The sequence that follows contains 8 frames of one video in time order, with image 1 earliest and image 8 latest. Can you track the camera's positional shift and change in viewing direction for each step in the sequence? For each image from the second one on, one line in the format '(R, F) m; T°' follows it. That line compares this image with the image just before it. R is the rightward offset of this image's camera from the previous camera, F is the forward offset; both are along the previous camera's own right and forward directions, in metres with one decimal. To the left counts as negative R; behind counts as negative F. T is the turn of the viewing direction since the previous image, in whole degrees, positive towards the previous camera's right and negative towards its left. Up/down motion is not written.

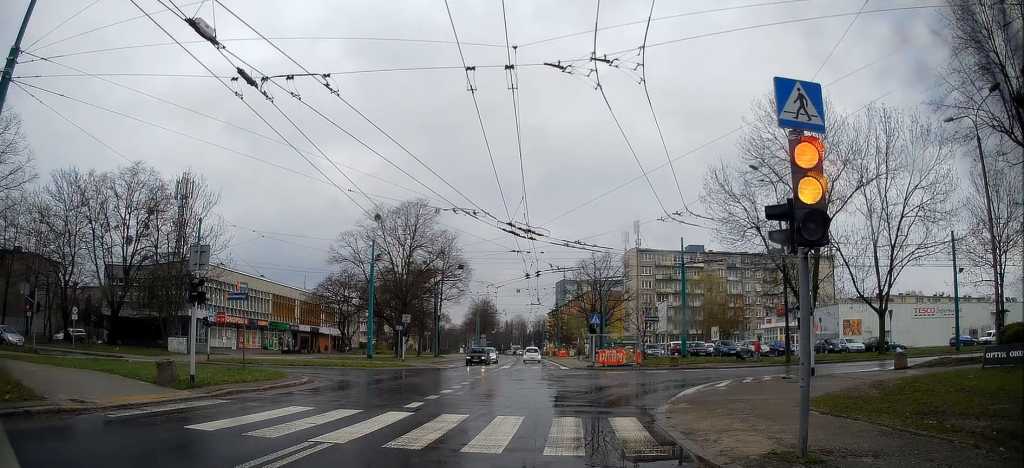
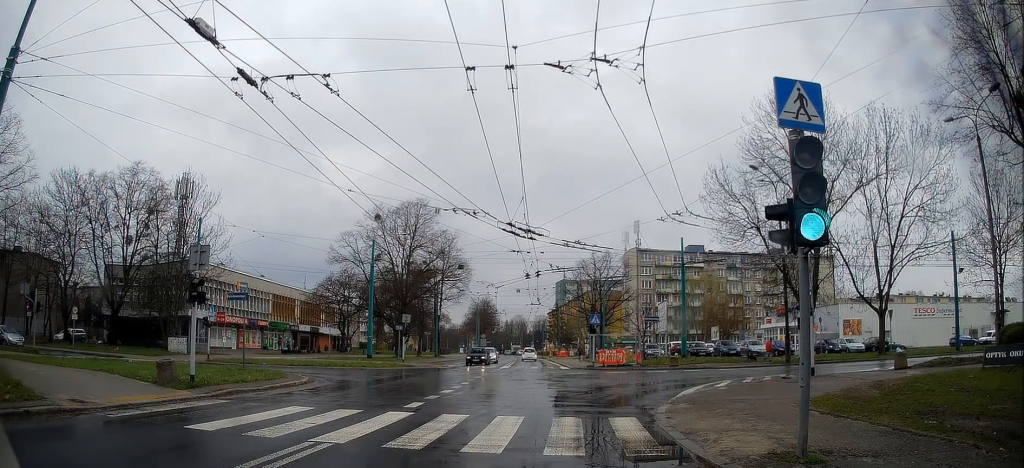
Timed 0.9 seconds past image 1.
(0.0, 0.0) m; 0°
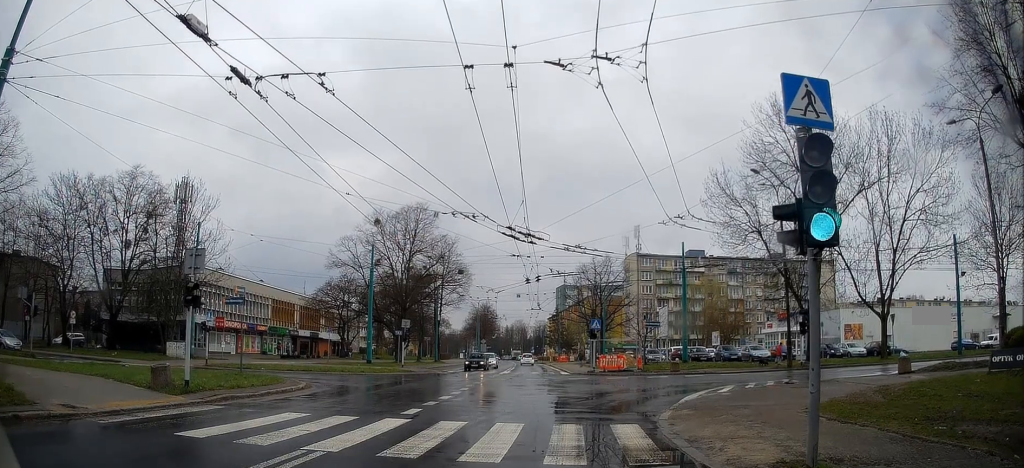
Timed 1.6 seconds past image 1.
(0.0, 0.0) m; 0°
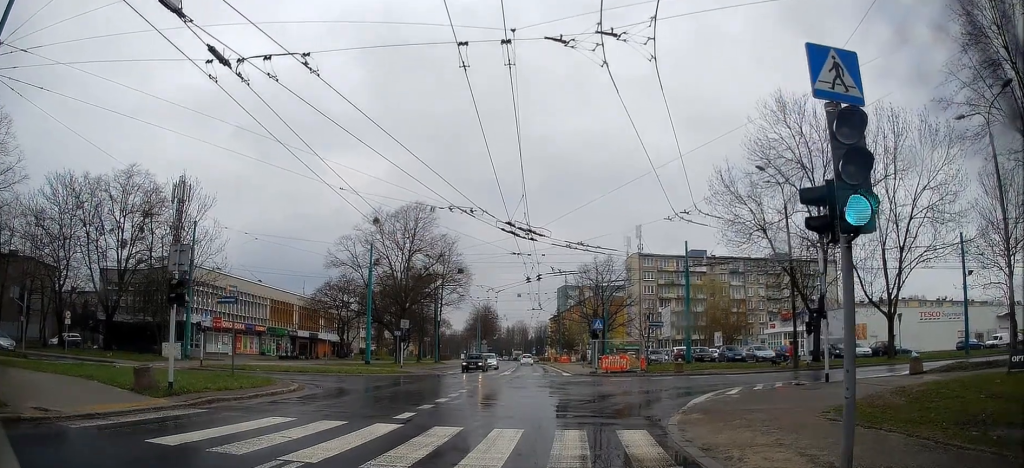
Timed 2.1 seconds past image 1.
(0.0, 0.0) m; 0°
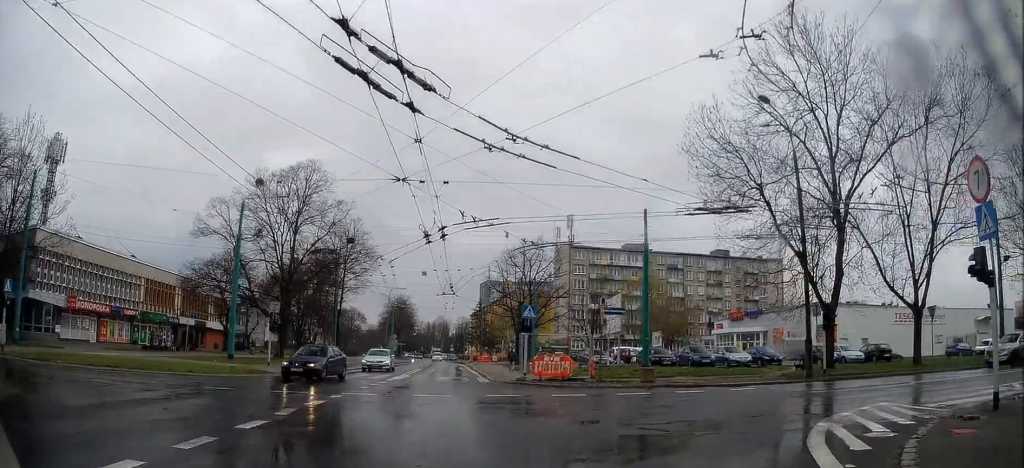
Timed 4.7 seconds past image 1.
(+0.5, +6.1) m; +6°
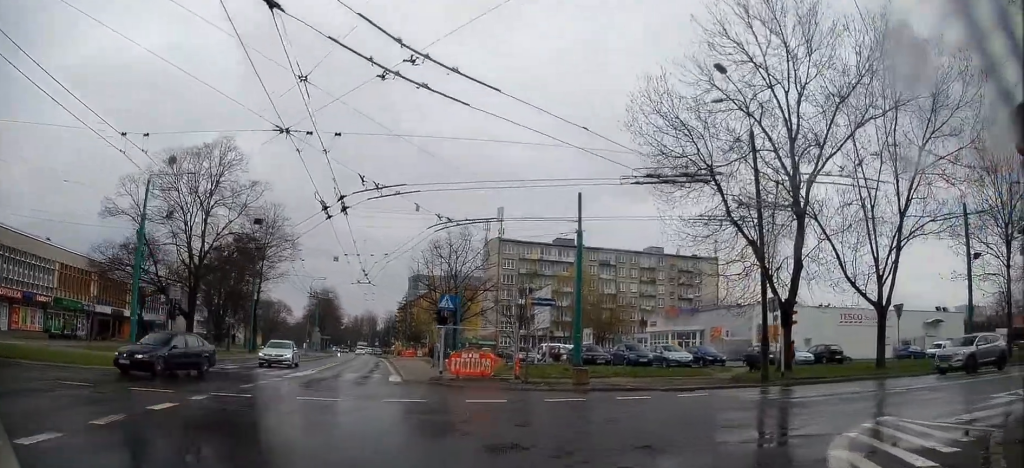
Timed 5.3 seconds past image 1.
(0.0, +2.6) m; +4°
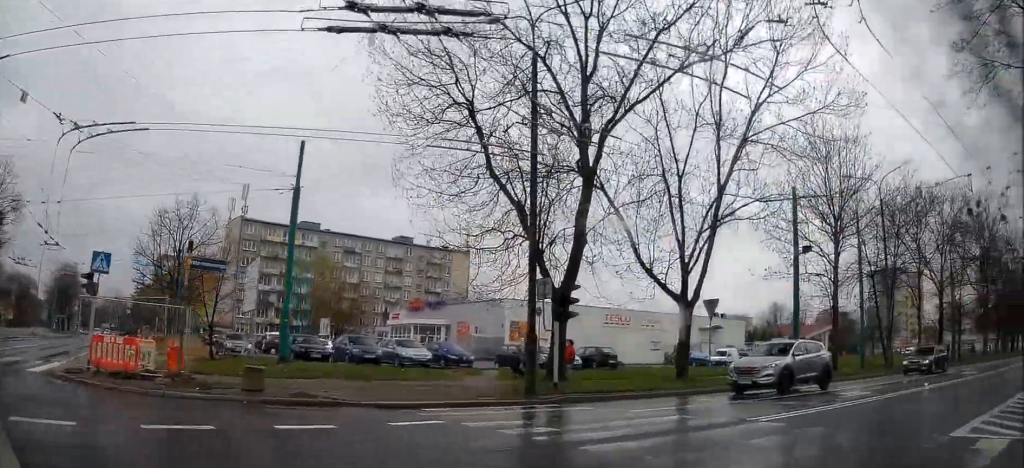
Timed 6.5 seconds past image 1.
(+0.5, +6.3) m; +15°
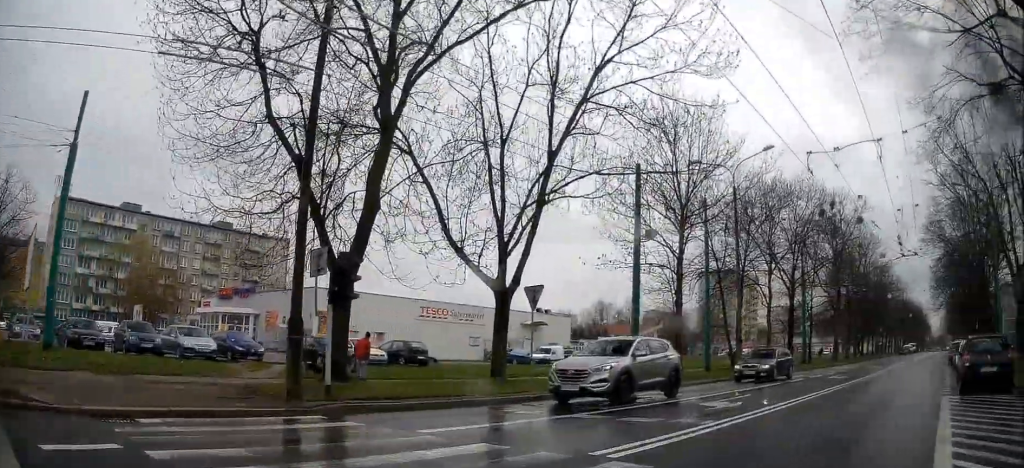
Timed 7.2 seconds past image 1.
(+0.5, +3.8) m; +15°
